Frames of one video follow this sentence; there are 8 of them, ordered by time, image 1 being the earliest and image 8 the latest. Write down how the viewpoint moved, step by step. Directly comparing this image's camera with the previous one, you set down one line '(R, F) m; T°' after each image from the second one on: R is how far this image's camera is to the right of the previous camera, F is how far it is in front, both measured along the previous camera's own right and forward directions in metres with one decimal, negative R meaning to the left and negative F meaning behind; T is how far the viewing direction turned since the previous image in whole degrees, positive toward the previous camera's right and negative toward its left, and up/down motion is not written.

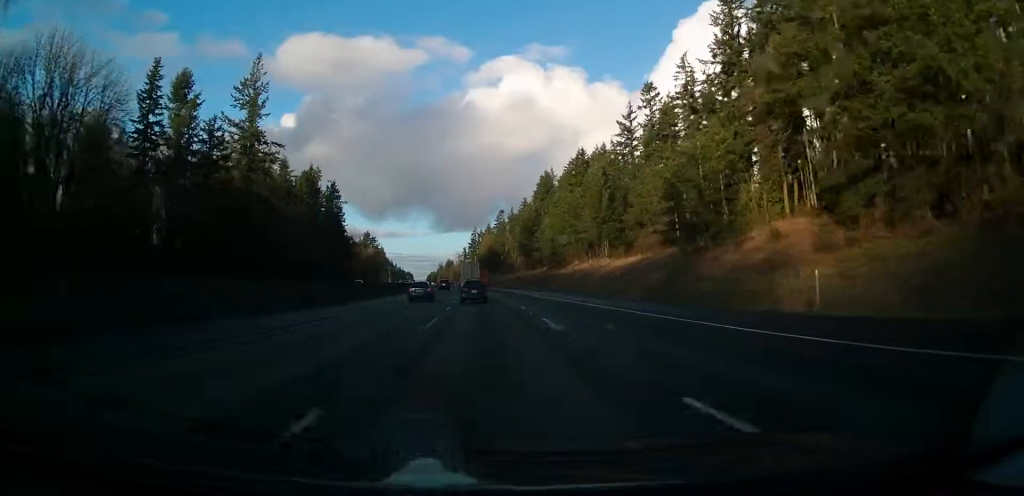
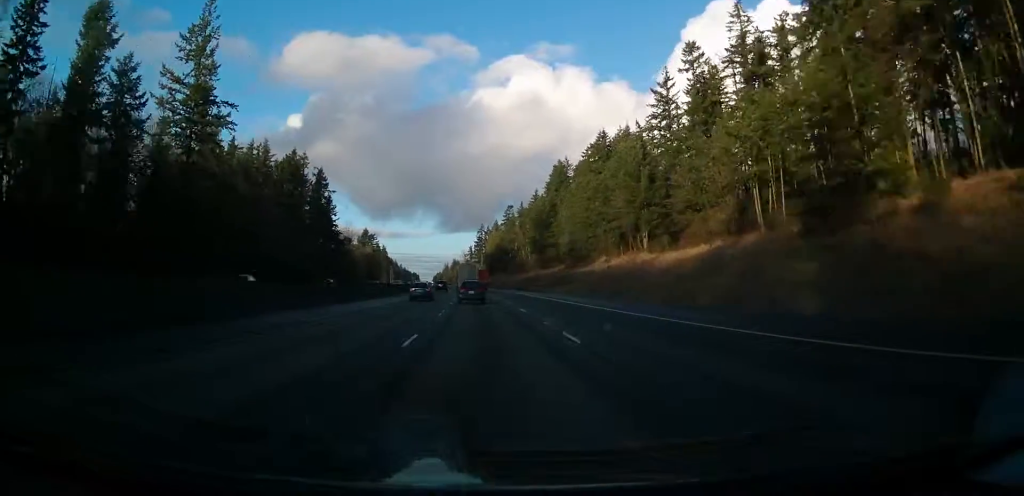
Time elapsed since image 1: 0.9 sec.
(-0.3, +26.5) m; -1°
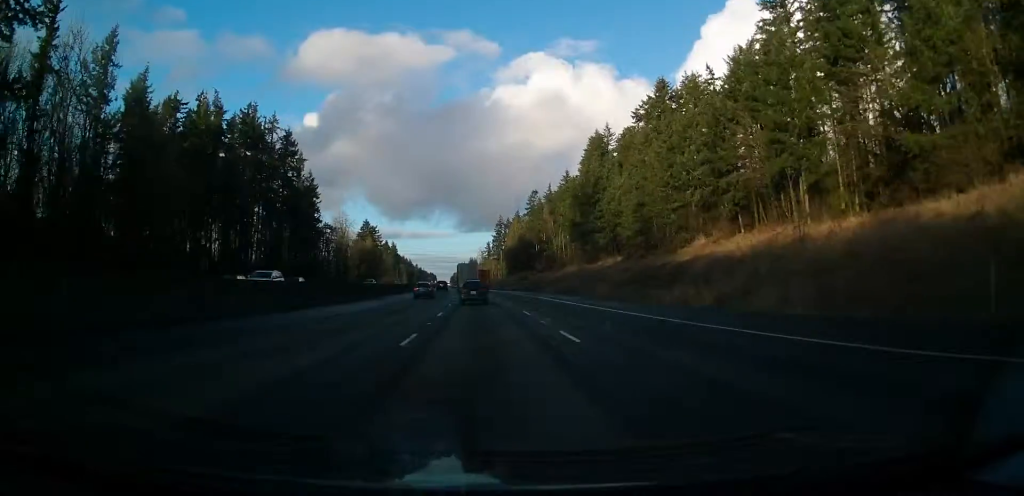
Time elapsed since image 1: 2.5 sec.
(-0.3, +48.4) m; -1°
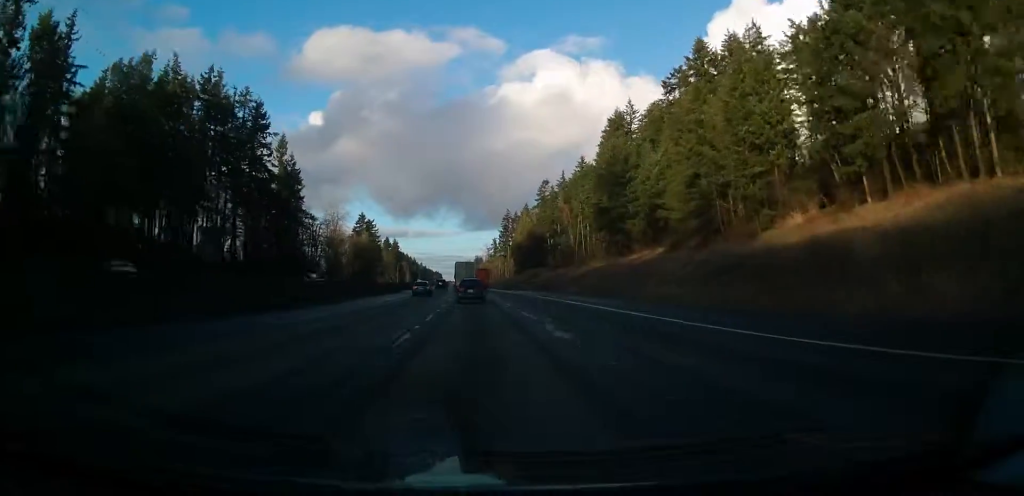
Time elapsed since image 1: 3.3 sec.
(-0.1, +23.9) m; -1°
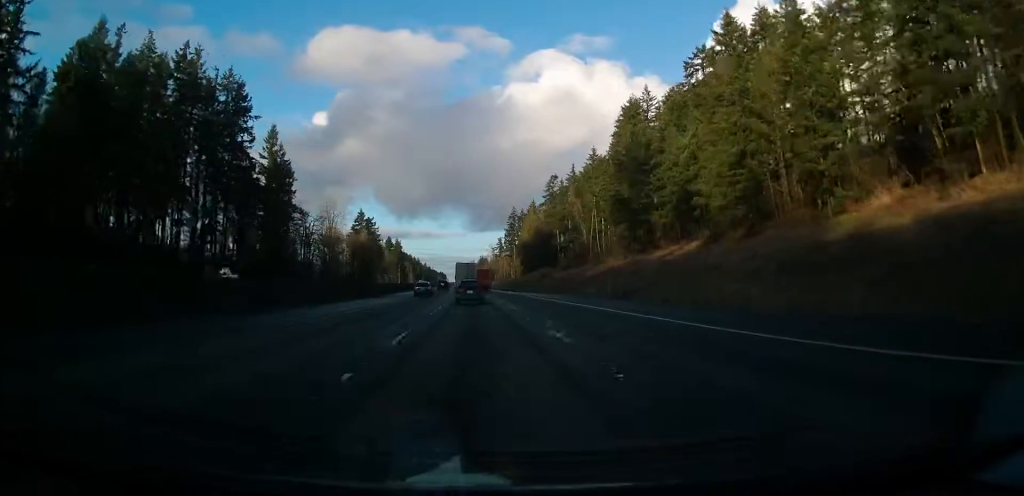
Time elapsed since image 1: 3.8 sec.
(-0.1, +12.9) m; -1°
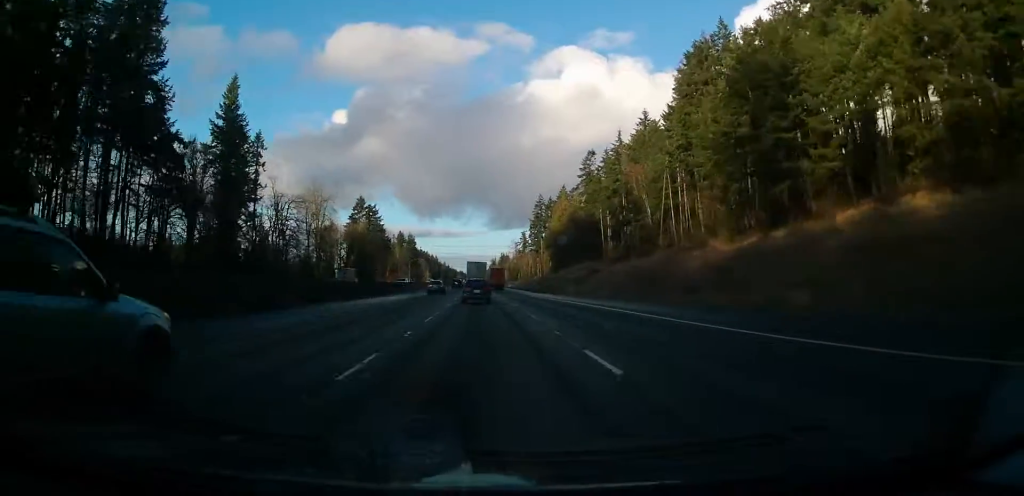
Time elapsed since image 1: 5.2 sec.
(-0.5, +41.8) m; -1°
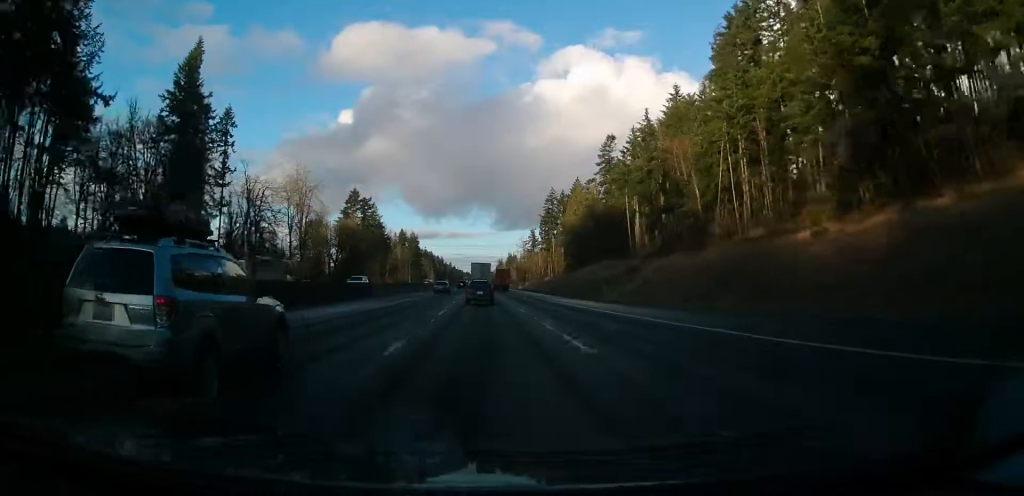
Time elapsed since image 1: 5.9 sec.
(0.0, +21.7) m; -1°
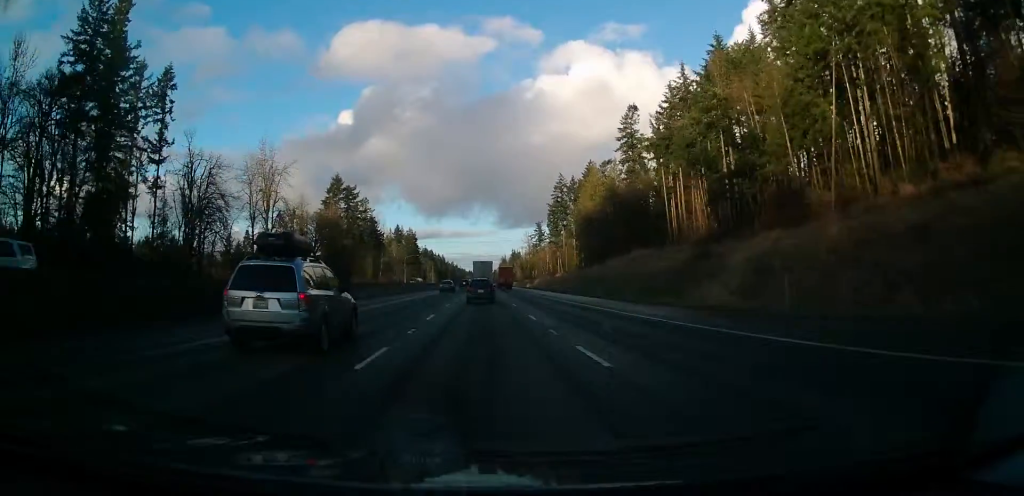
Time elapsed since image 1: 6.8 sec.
(-0.5, +26.5) m; -1°
